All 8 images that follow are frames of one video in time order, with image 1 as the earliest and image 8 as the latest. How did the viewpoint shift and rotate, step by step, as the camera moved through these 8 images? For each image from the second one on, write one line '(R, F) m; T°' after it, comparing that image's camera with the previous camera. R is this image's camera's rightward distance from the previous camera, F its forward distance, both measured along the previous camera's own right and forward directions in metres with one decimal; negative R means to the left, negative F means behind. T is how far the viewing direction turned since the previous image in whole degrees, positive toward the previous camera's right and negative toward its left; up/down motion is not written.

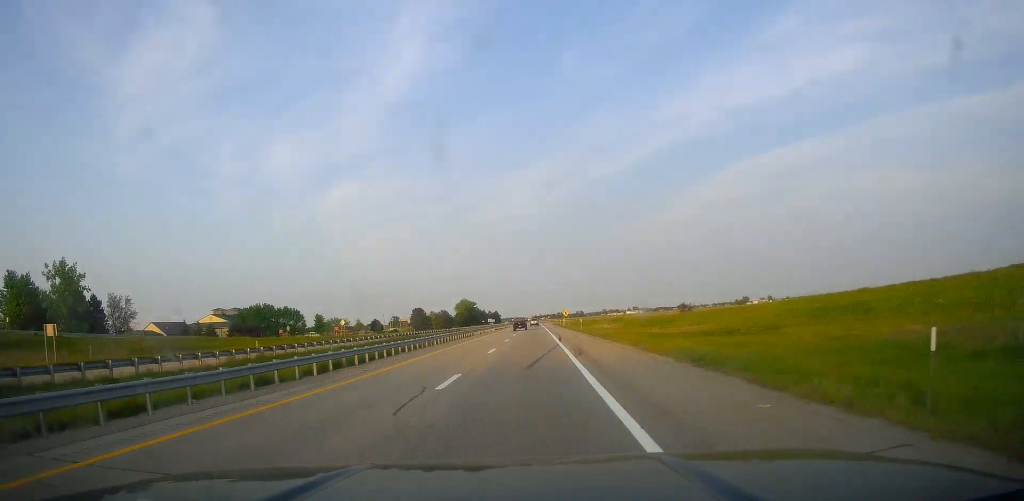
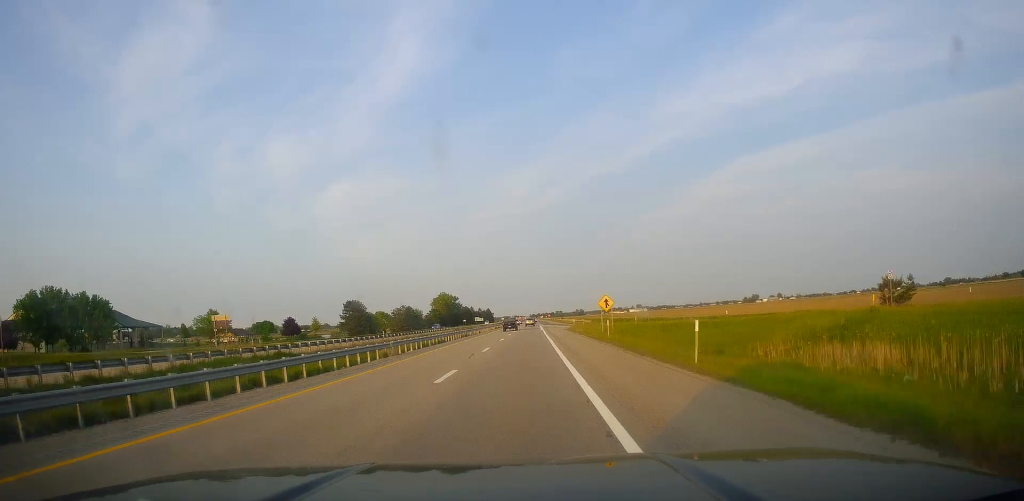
(+1.4, +89.5) m; 0°
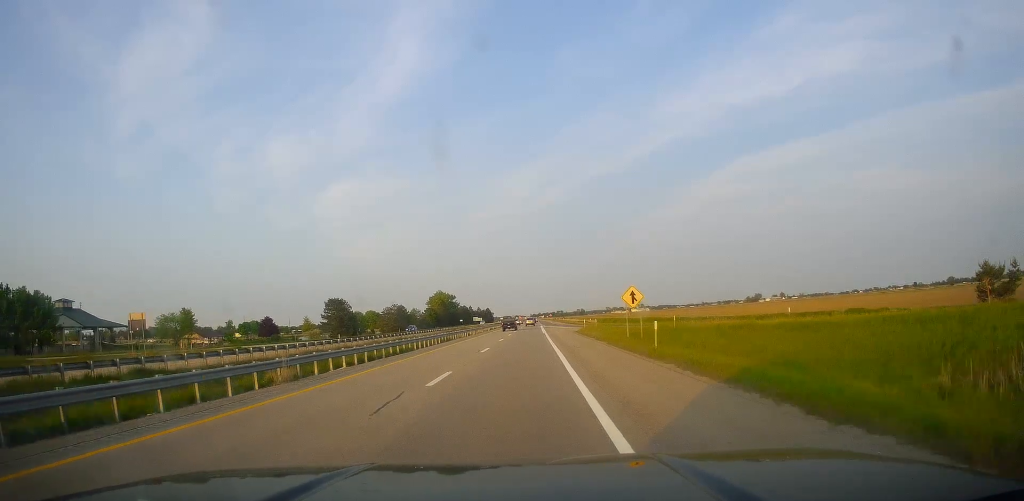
(-0.2, +15.7) m; 0°
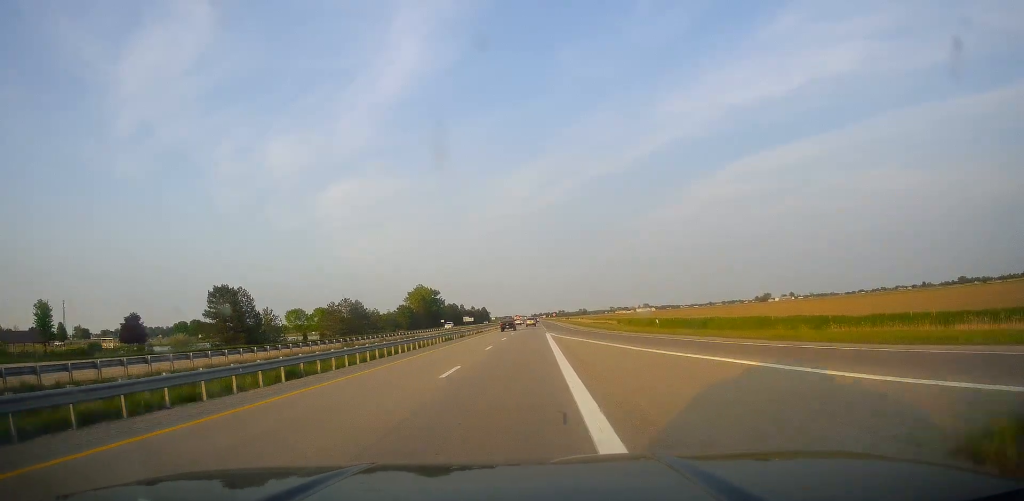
(+0.3, +59.0) m; +1°
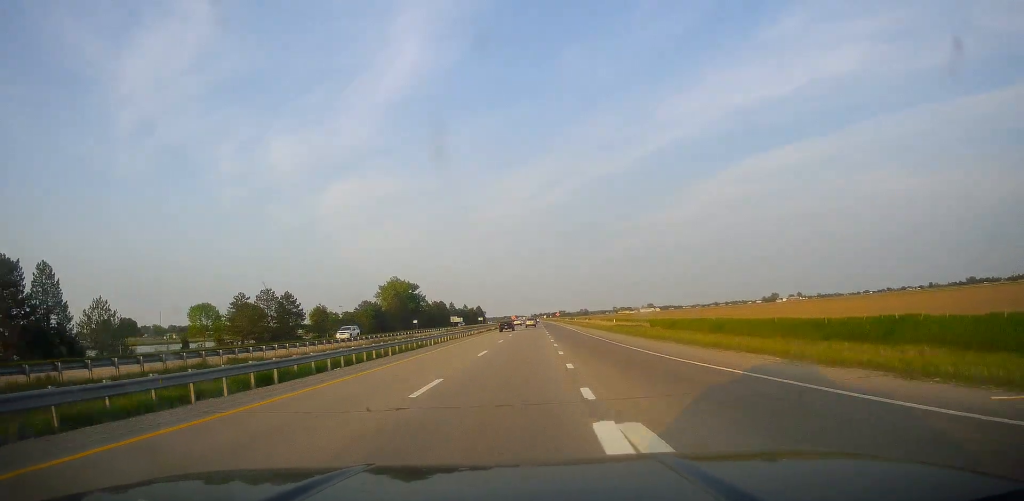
(-0.5, +49.8) m; -1°
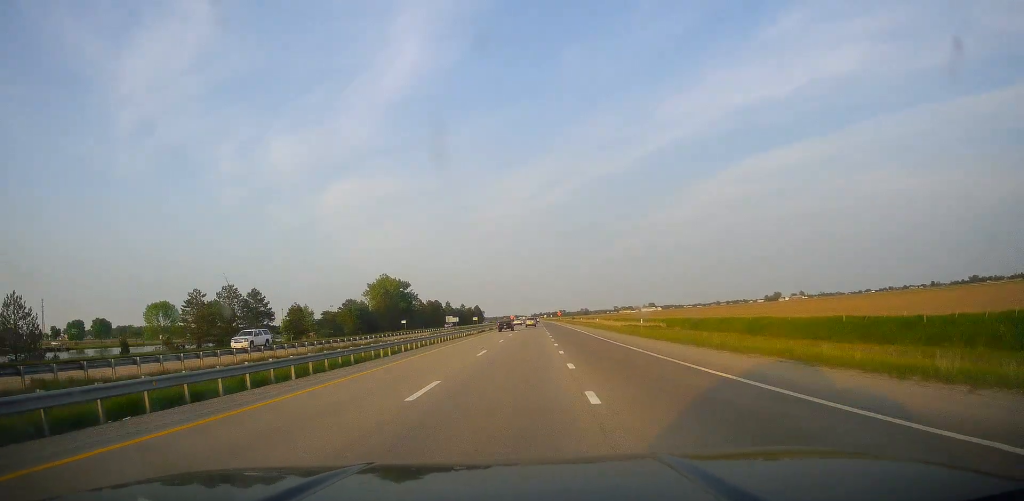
(-0.1, +15.4) m; 0°
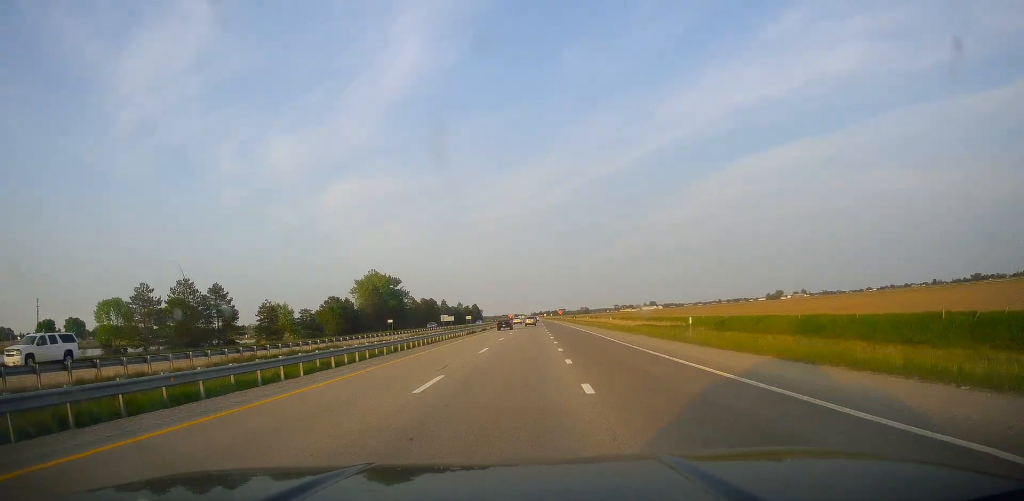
(0.0, +14.3) m; 0°
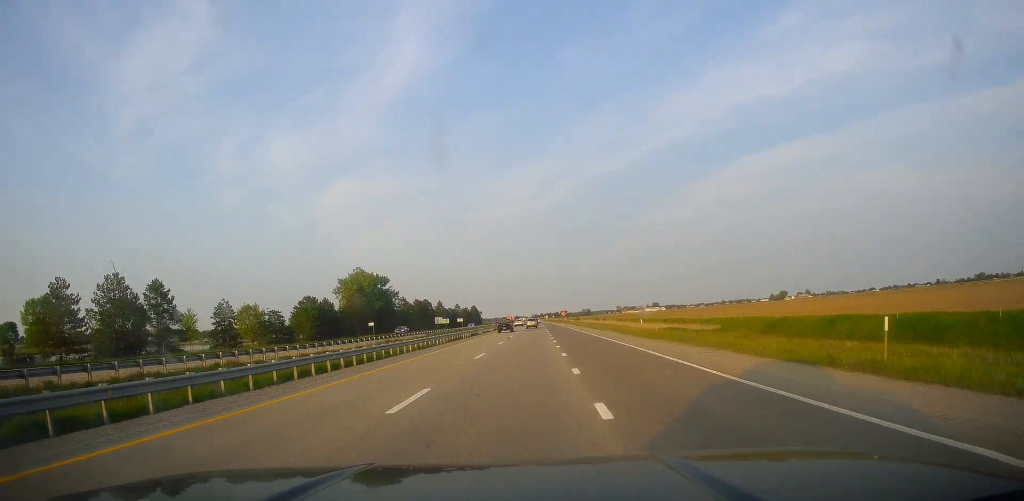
(-0.1, +17.9) m; 0°
